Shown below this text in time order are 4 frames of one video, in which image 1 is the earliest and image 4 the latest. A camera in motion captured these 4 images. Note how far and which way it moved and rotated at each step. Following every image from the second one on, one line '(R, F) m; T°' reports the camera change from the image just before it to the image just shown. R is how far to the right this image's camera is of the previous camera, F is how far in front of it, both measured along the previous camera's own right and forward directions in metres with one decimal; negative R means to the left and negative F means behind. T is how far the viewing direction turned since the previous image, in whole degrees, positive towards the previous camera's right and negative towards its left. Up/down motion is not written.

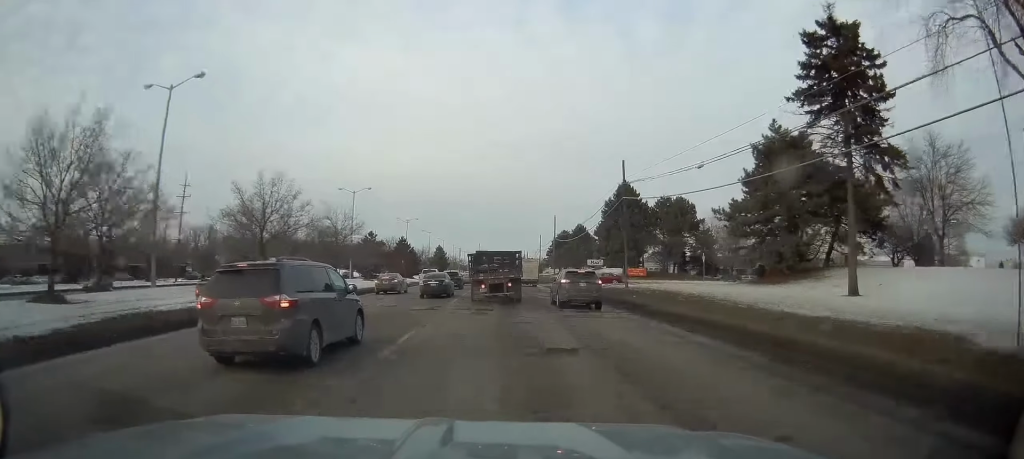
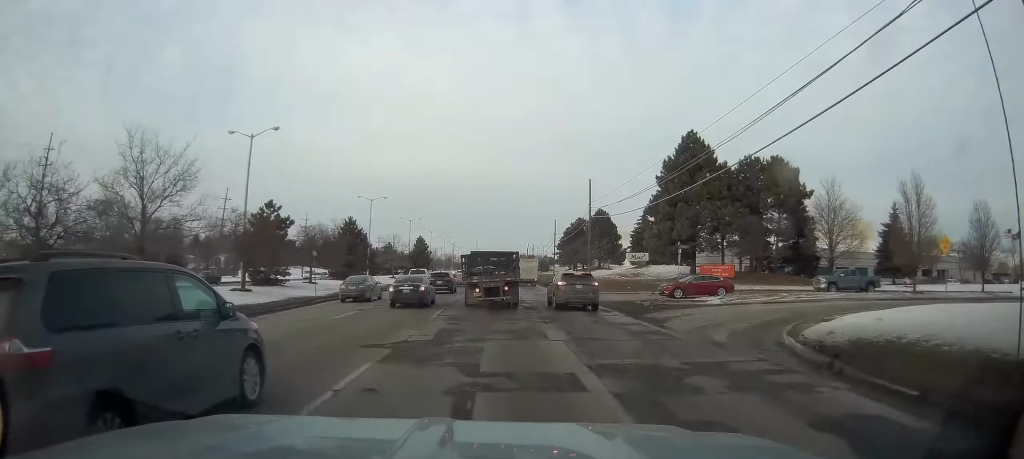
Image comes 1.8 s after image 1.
(+1.2, +37.6) m; +2°
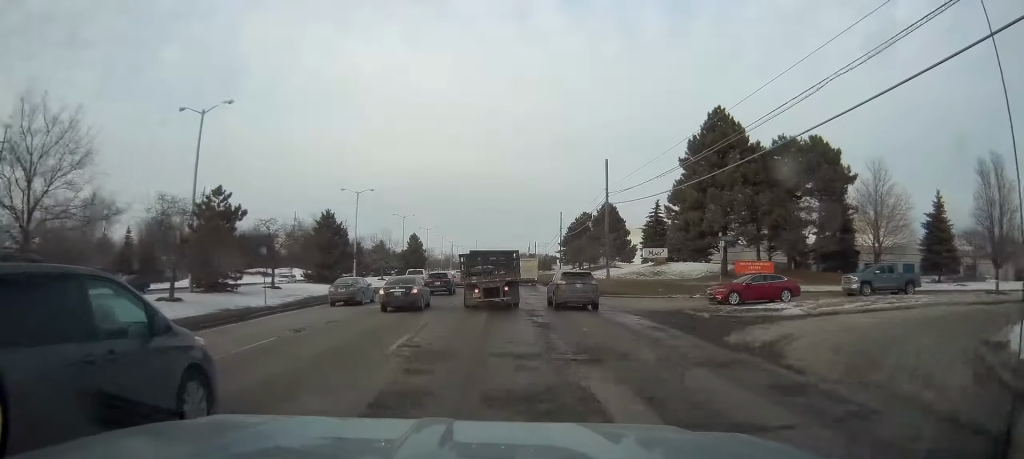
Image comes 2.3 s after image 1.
(0.0, +9.5) m; 0°
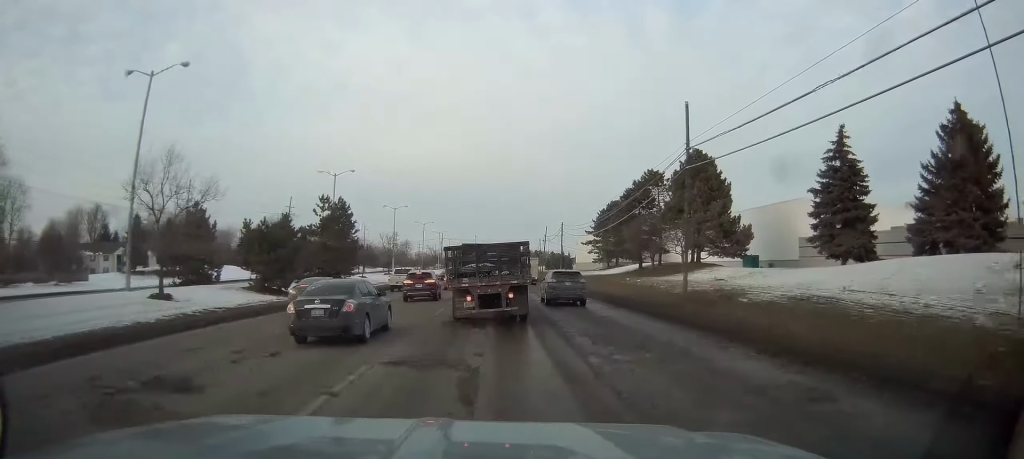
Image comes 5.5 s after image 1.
(-0.4, +49.2) m; -1°
